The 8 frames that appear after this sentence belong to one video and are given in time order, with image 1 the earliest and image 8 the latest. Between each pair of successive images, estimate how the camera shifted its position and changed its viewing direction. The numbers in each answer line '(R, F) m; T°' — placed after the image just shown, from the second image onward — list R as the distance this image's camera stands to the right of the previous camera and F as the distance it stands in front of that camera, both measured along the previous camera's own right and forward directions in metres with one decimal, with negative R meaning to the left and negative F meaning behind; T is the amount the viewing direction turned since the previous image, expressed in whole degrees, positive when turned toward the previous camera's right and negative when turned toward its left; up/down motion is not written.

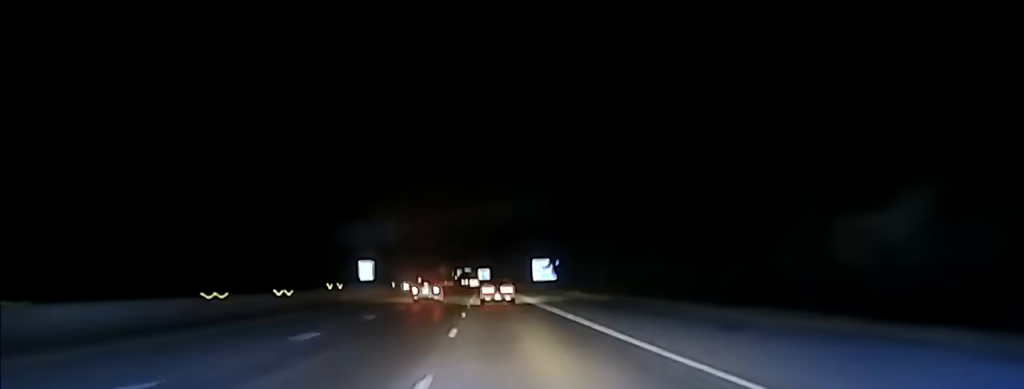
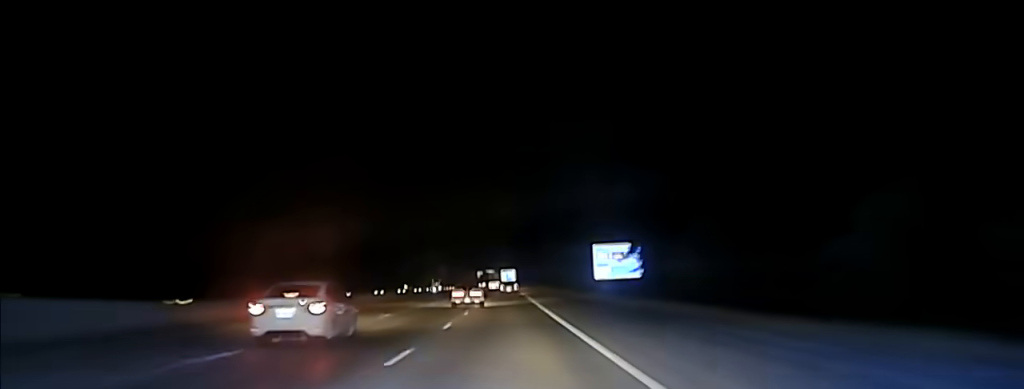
(-2.0, +93.6) m; -2°
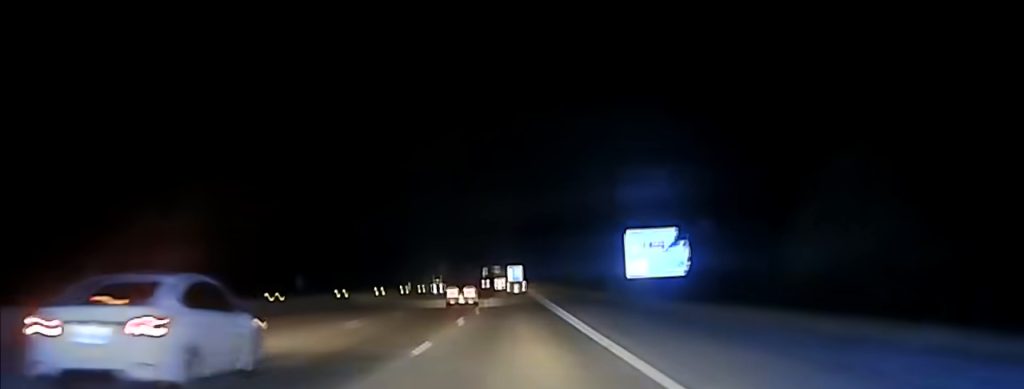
(-0.1, +23.3) m; 0°
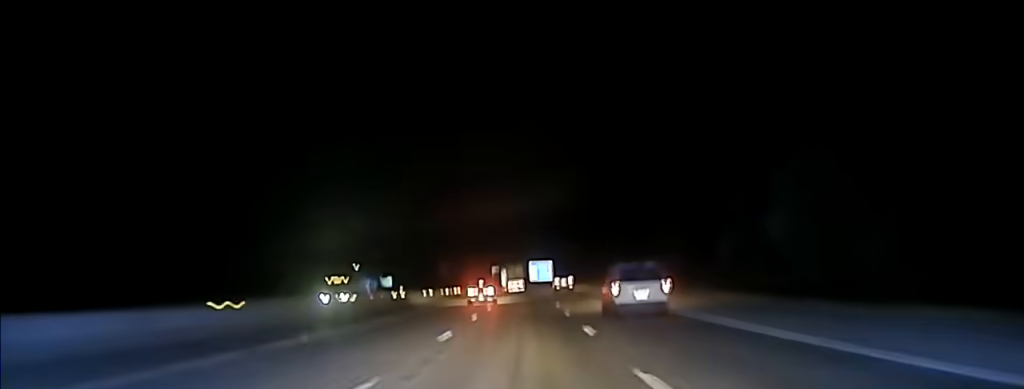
(-1.3, +127.8) m; -1°
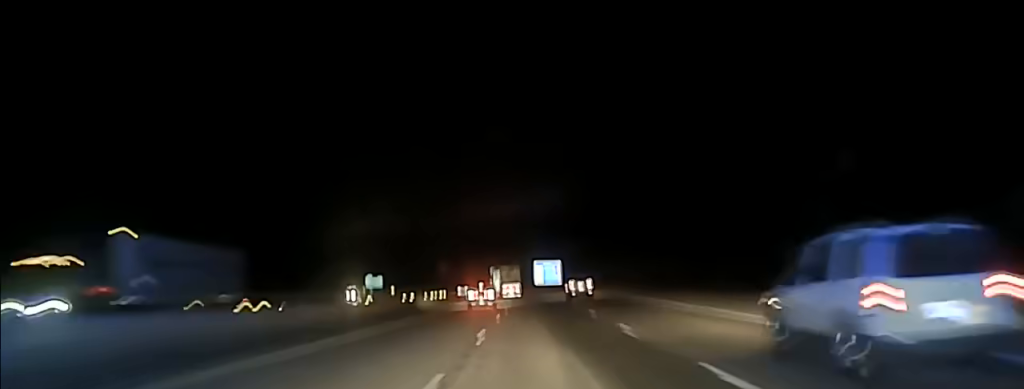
(0.0, +35.3) m; 0°
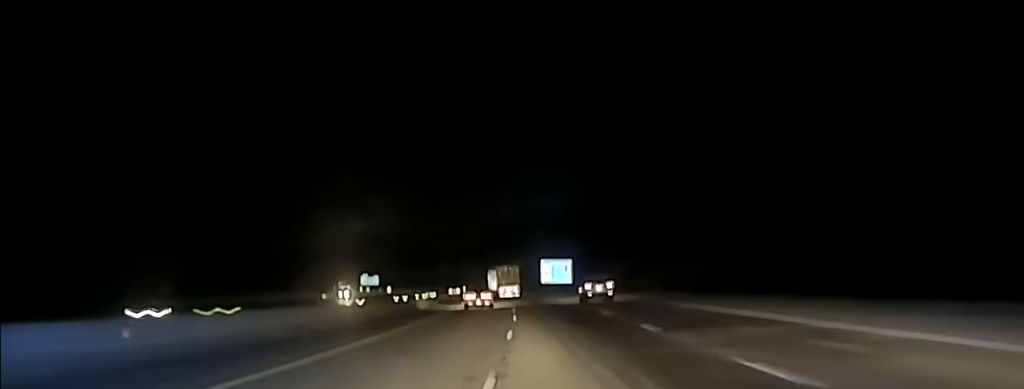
(0.0, +23.6) m; 0°
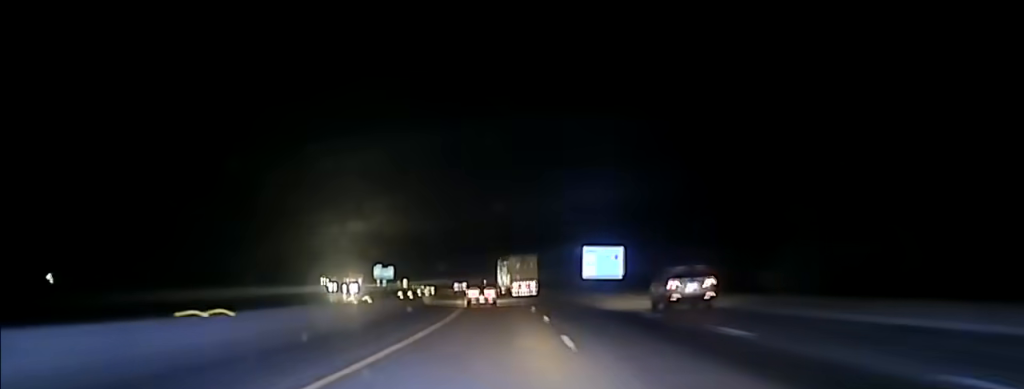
(+0.2, +41.4) m; -1°
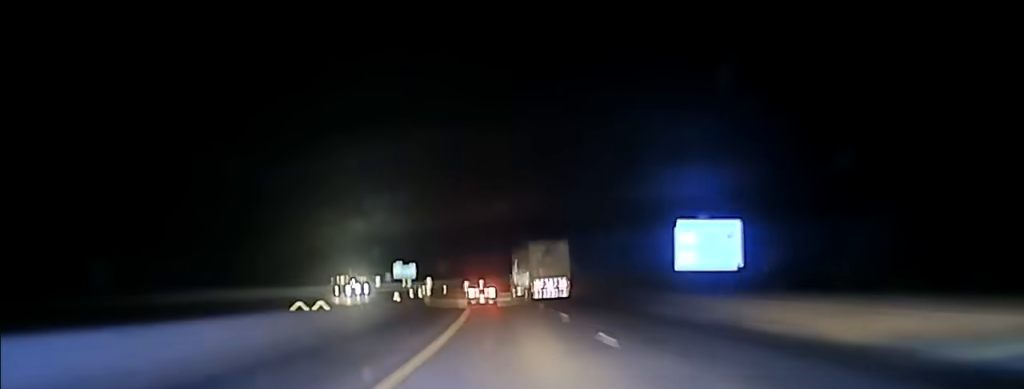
(-0.9, +49.5) m; -3°
